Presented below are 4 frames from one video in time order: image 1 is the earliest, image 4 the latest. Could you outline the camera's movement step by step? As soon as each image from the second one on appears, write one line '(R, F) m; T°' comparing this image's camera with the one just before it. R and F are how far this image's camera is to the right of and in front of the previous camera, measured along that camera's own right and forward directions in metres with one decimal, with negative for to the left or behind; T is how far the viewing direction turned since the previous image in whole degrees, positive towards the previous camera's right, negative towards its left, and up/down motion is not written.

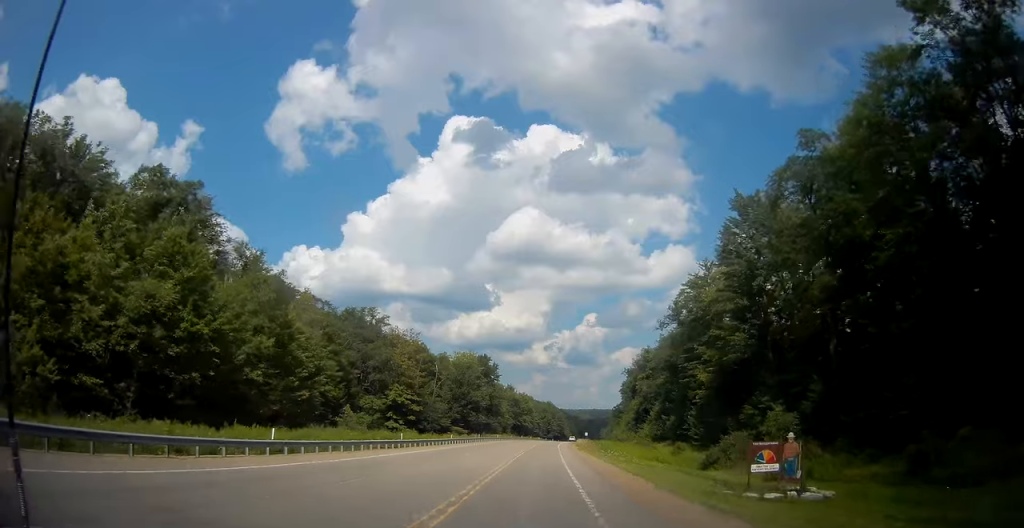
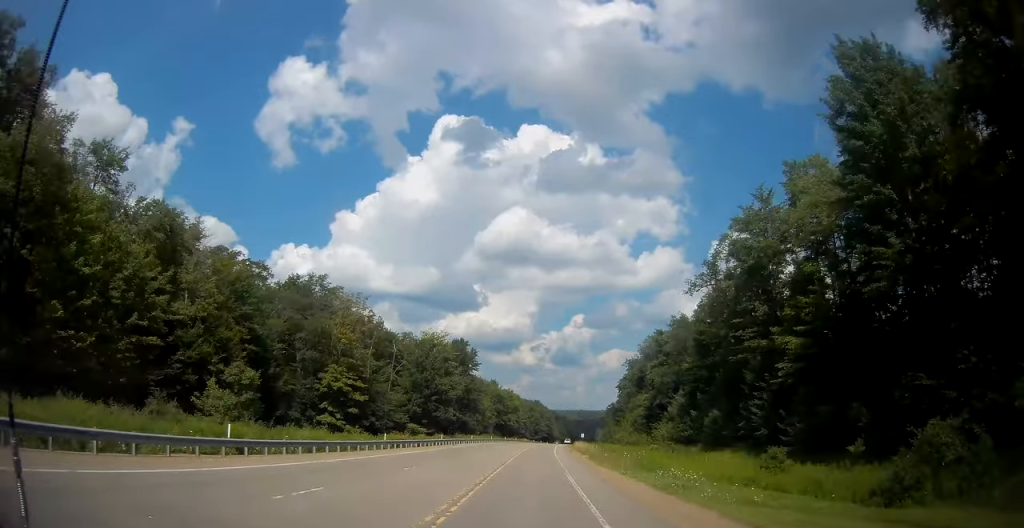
(+0.1, +26.1) m; +1°
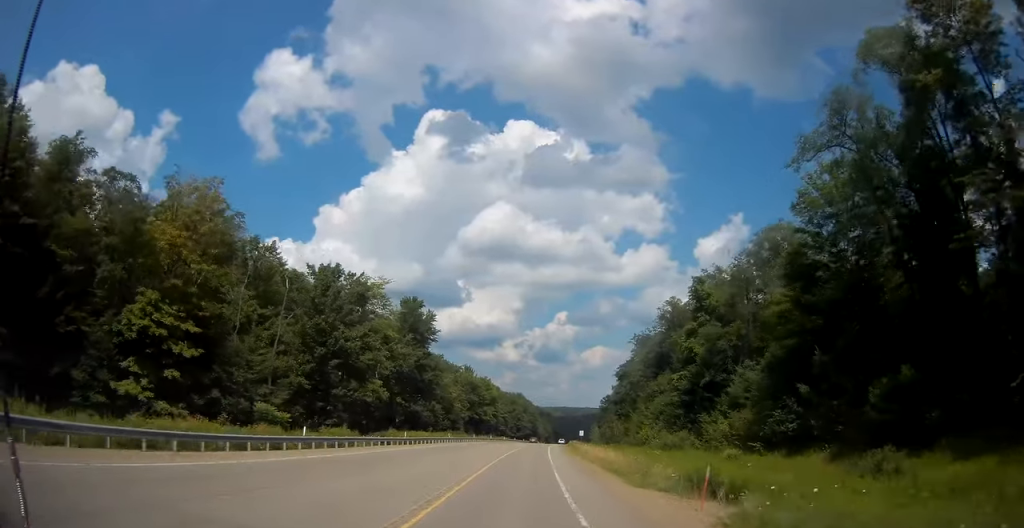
(+0.7, +36.4) m; +2°
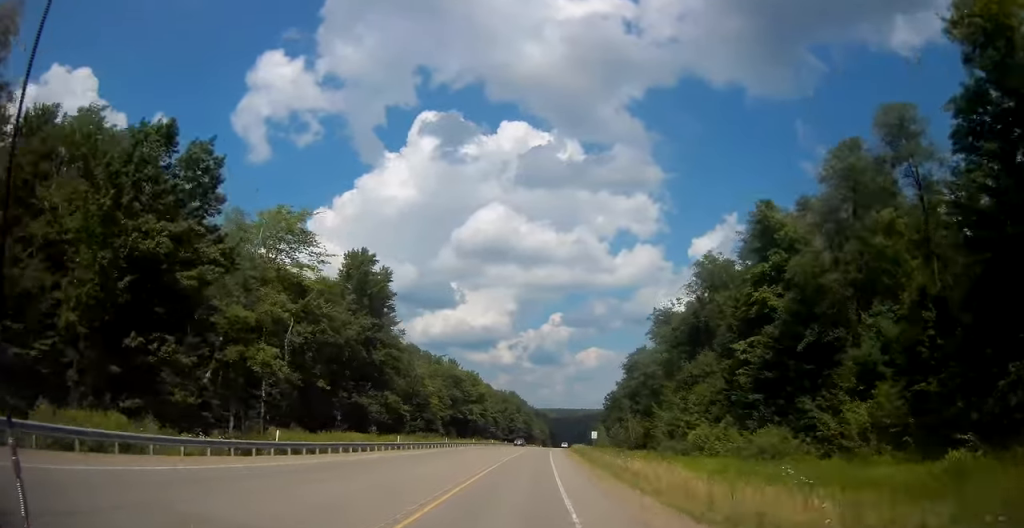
(+0.4, +26.0) m; +2°
